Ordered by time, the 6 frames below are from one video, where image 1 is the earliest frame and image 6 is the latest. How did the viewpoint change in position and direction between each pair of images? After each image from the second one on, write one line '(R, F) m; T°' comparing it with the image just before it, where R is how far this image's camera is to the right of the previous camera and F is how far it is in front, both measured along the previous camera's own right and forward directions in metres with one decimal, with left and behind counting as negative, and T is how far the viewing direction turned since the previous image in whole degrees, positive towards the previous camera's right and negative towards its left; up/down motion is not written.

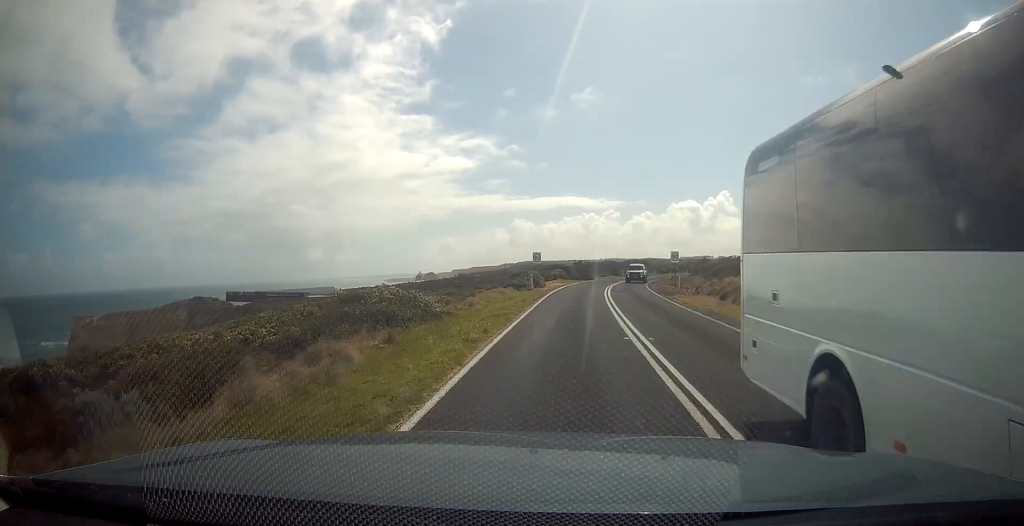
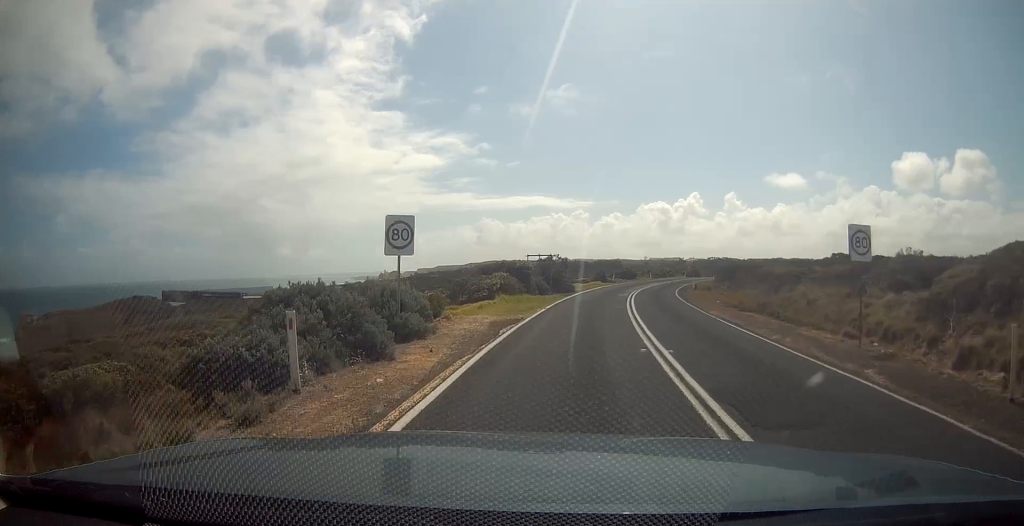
(+0.5, +29.7) m; +4°
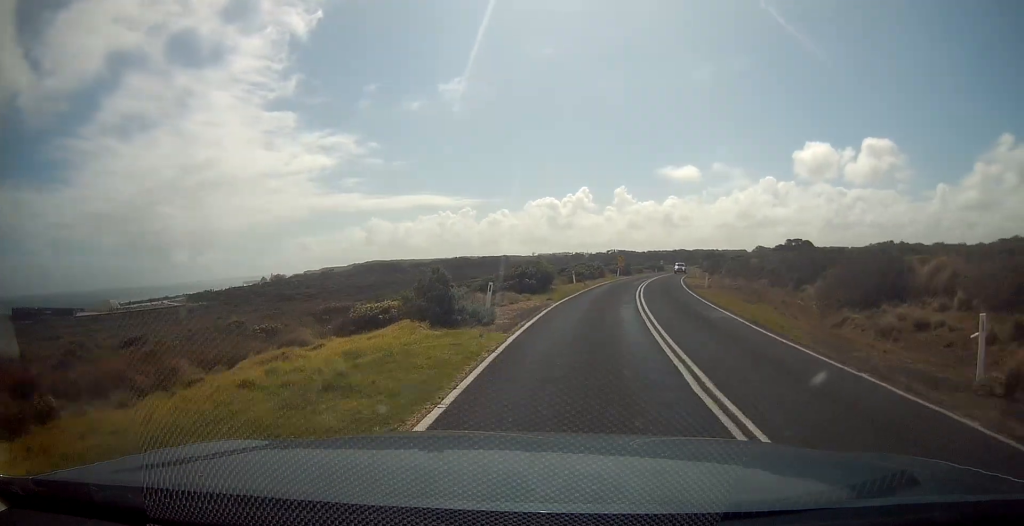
(+2.4, +43.3) m; +10°
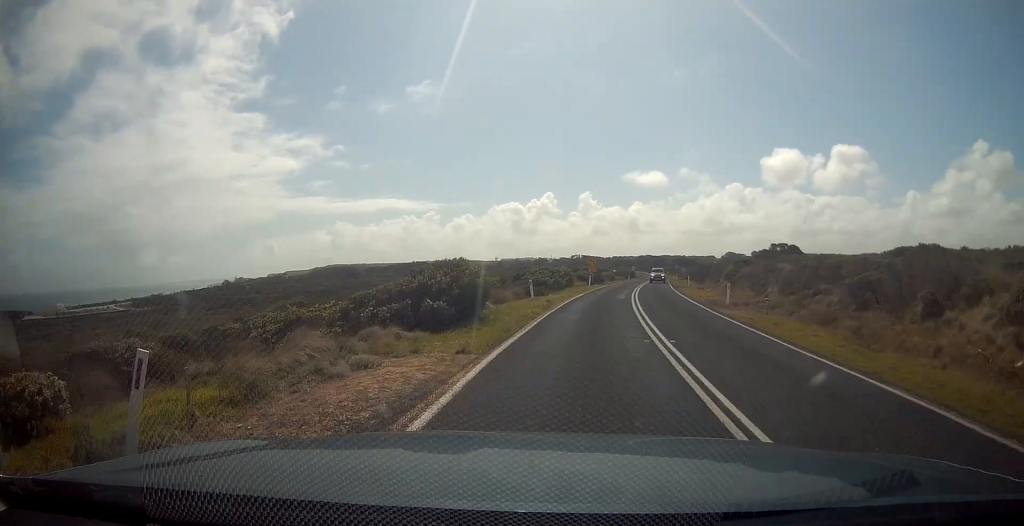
(+1.1, +13.1) m; +5°
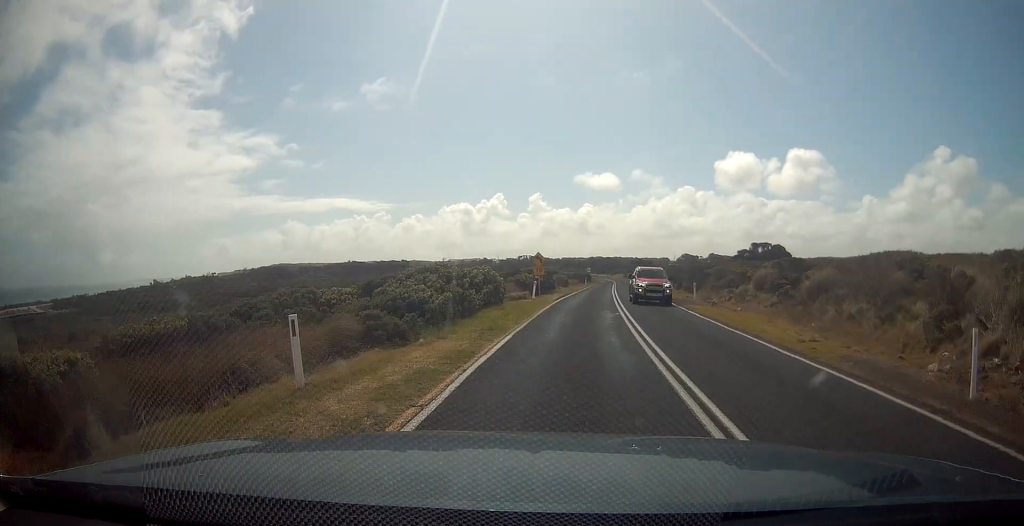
(+0.7, +20.2) m; +5°
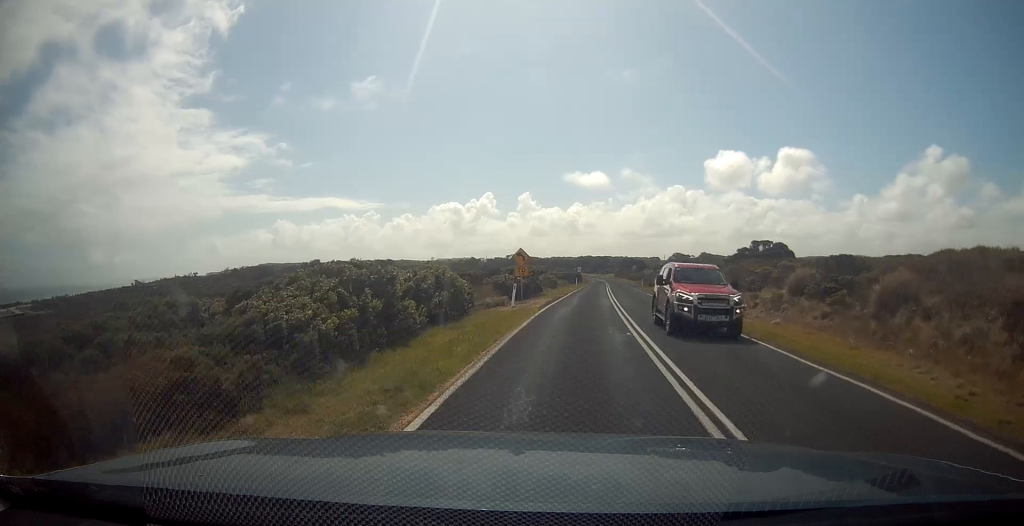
(+0.3, +6.6) m; +1°
